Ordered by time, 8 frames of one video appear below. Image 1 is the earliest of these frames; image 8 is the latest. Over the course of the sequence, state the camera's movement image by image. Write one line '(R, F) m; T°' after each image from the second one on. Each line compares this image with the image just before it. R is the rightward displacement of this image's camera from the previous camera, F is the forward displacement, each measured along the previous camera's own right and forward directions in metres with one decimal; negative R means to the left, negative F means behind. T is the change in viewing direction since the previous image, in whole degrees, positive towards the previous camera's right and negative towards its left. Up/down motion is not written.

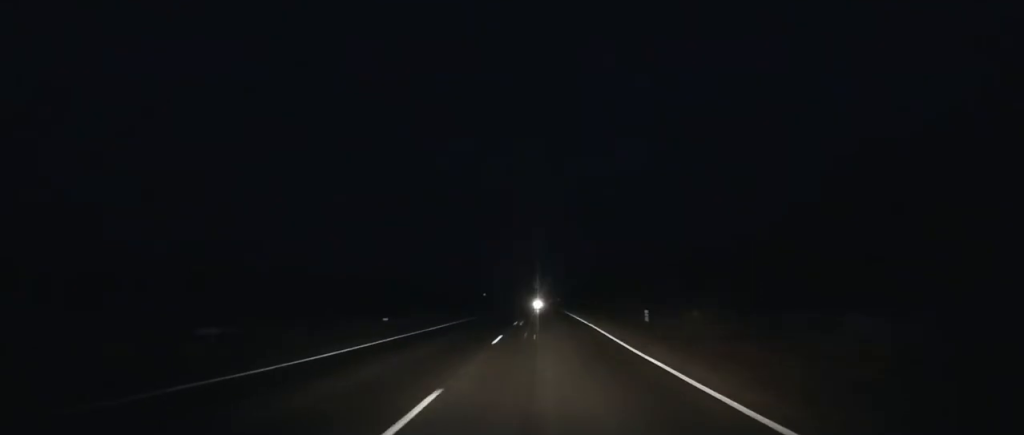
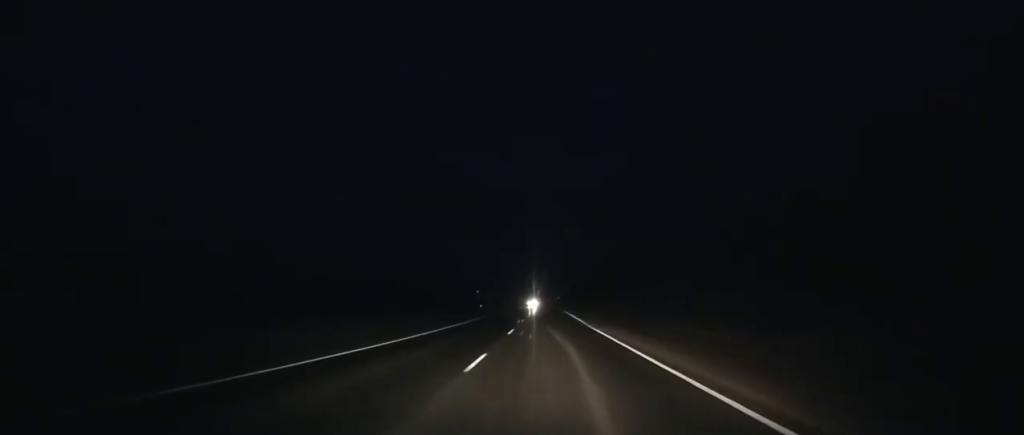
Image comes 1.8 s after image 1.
(0.0, +54.6) m; 0°
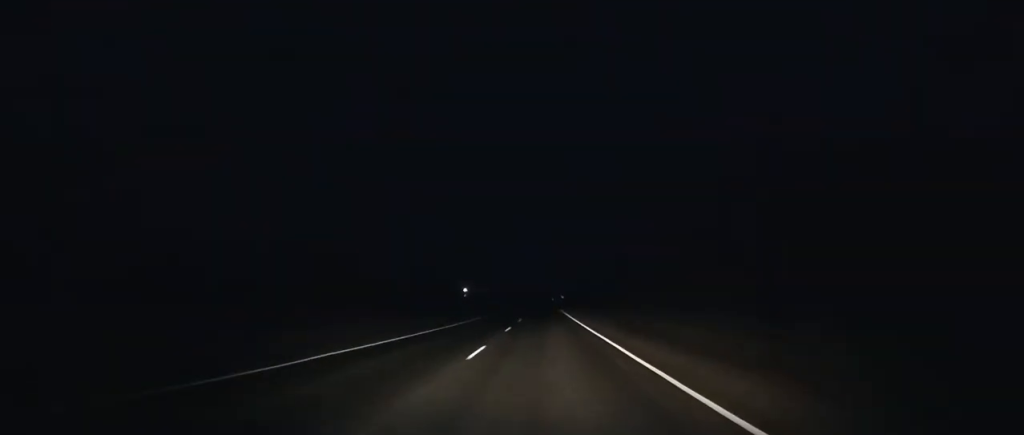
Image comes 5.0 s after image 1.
(+0.1, +95.7) m; 0°
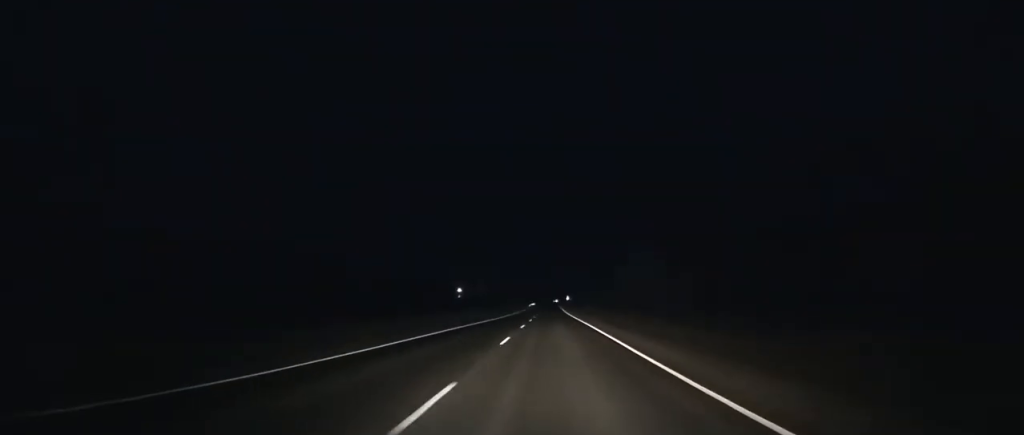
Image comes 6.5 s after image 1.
(-0.1, +43.9) m; 0°
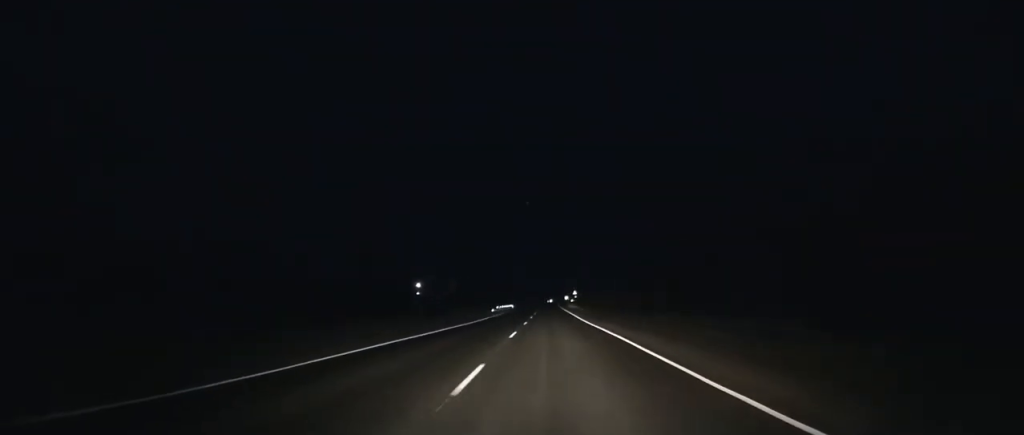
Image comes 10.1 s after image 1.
(+0.3, +103.3) m; +1°
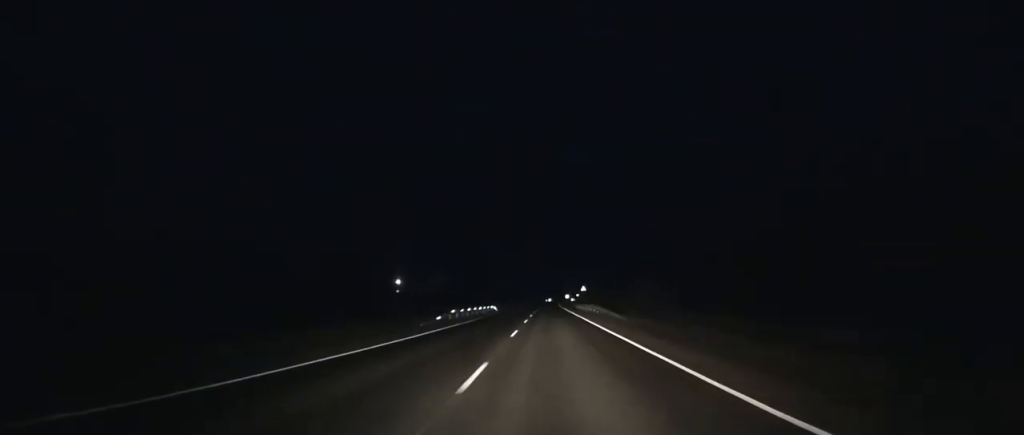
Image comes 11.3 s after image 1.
(+0.2, +34.1) m; 0°
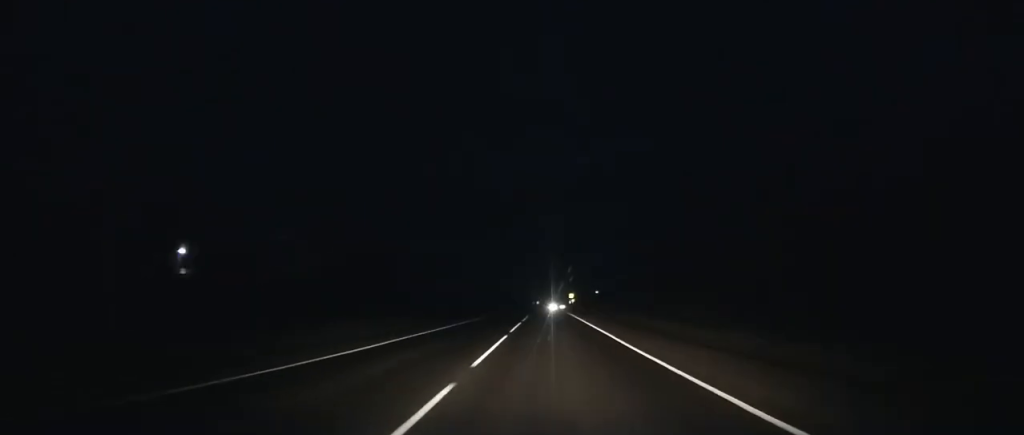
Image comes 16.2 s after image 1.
(+1.3, +143.2) m; +1°
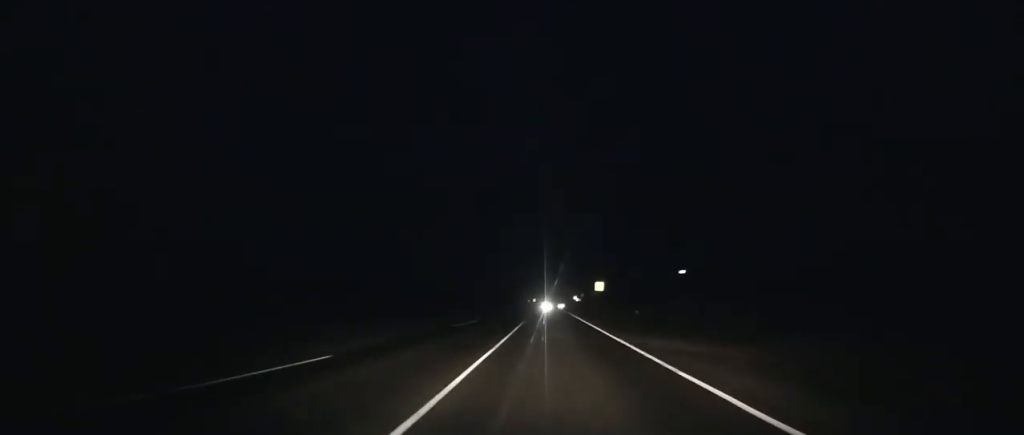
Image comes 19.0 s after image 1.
(+0.7, +80.4) m; +1°
